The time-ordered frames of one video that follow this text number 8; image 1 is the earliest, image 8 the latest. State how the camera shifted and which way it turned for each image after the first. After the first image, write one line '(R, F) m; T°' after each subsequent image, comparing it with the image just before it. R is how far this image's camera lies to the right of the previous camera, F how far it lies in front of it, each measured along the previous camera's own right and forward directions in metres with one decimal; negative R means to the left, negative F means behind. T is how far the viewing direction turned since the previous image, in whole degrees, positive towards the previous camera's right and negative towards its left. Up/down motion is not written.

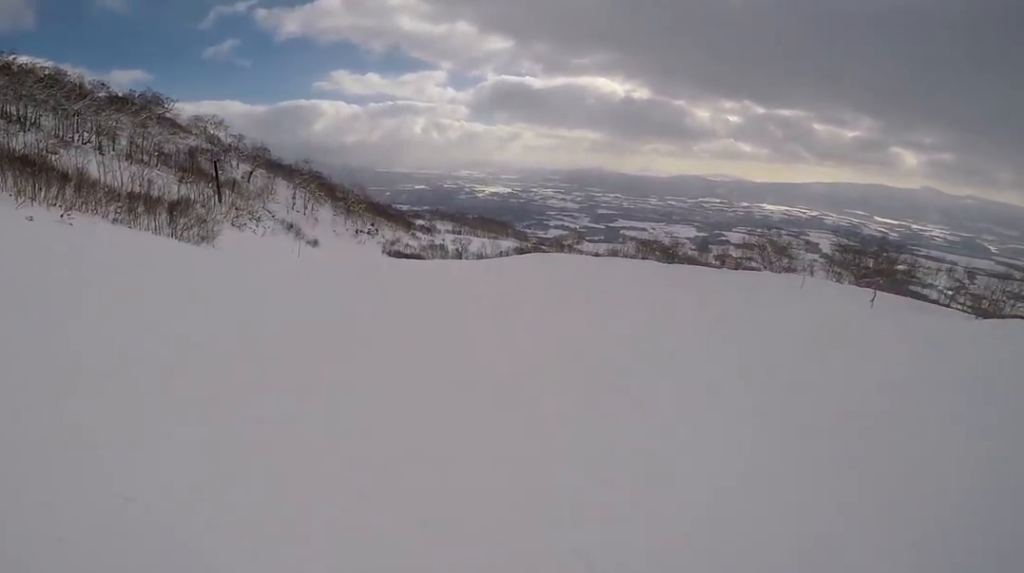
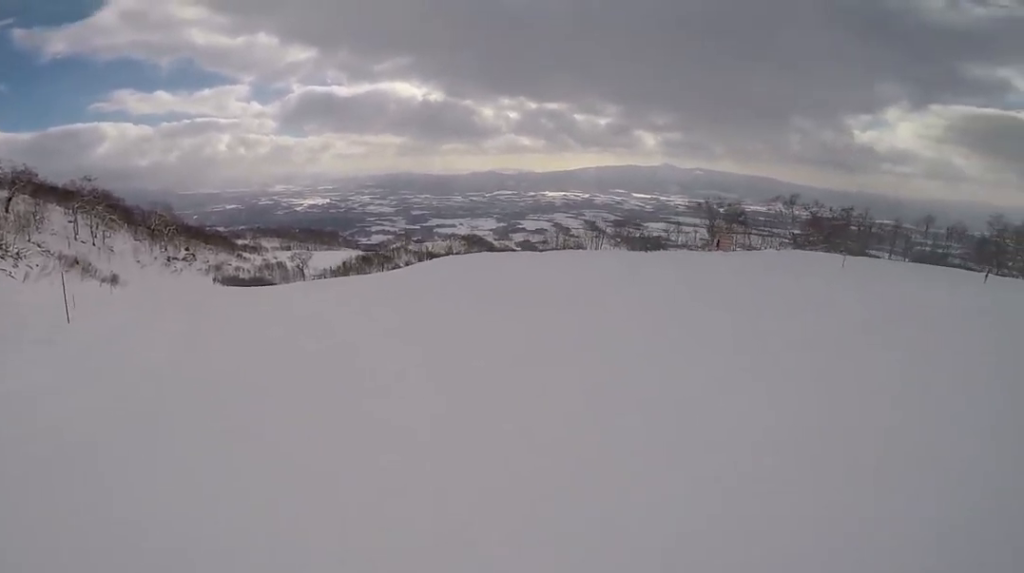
(-0.4, +18.4) m; +14°
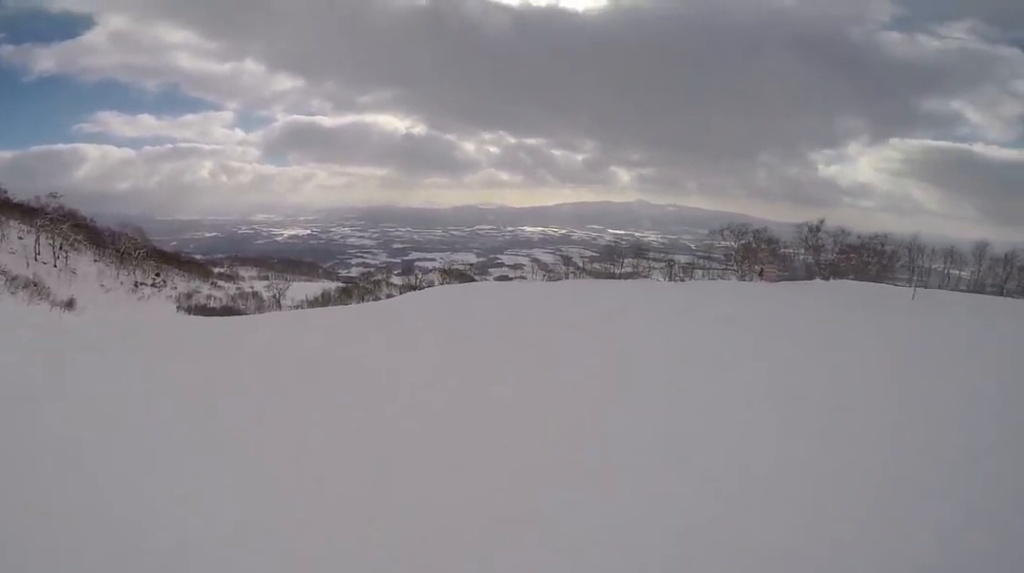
(+0.7, +6.0) m; +12°
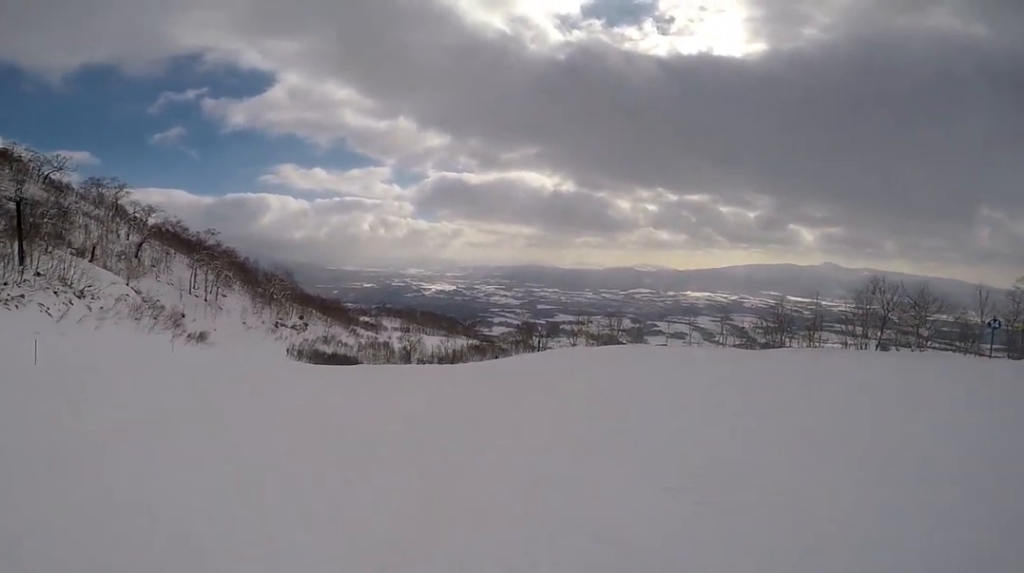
(+2.0, +10.2) m; +6°
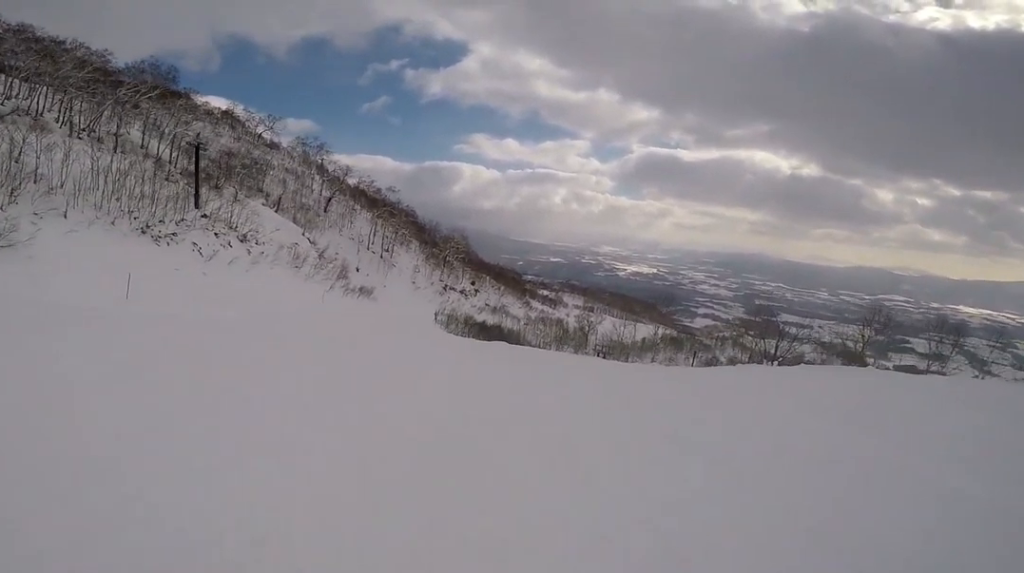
(-2.2, +8.9) m; -30°
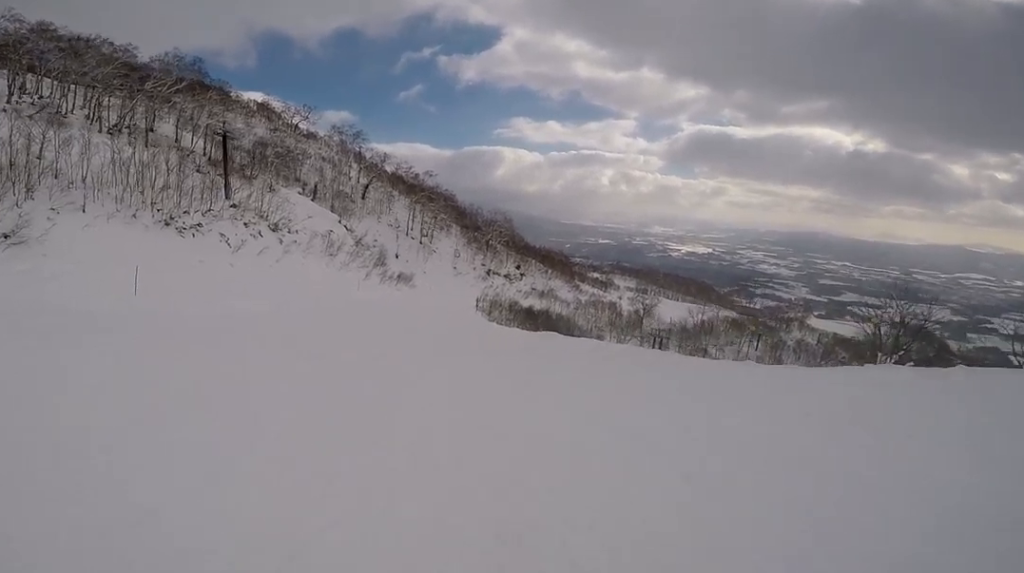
(-0.6, +3.5) m; -13°
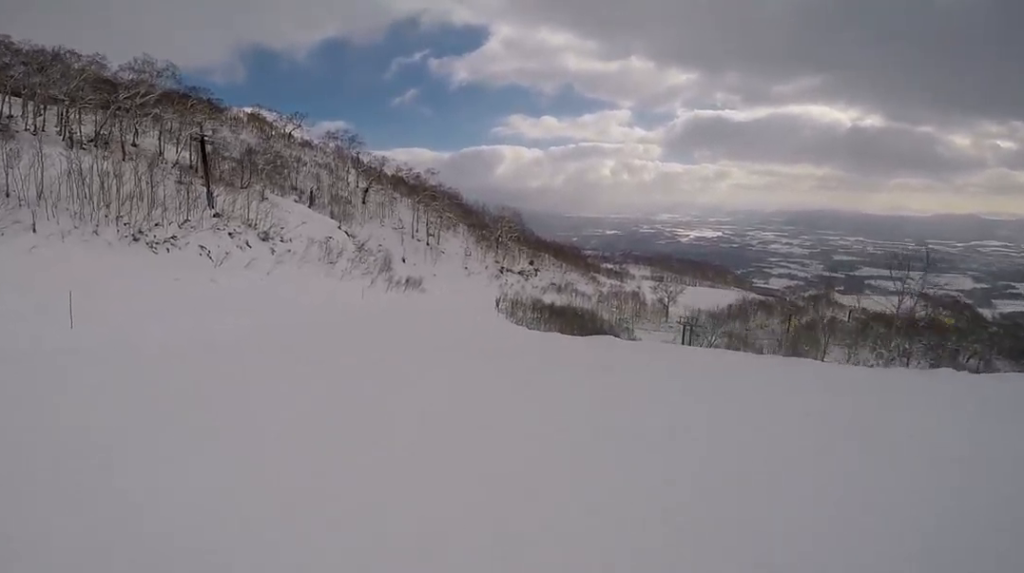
(-1.2, +5.9) m; -16°
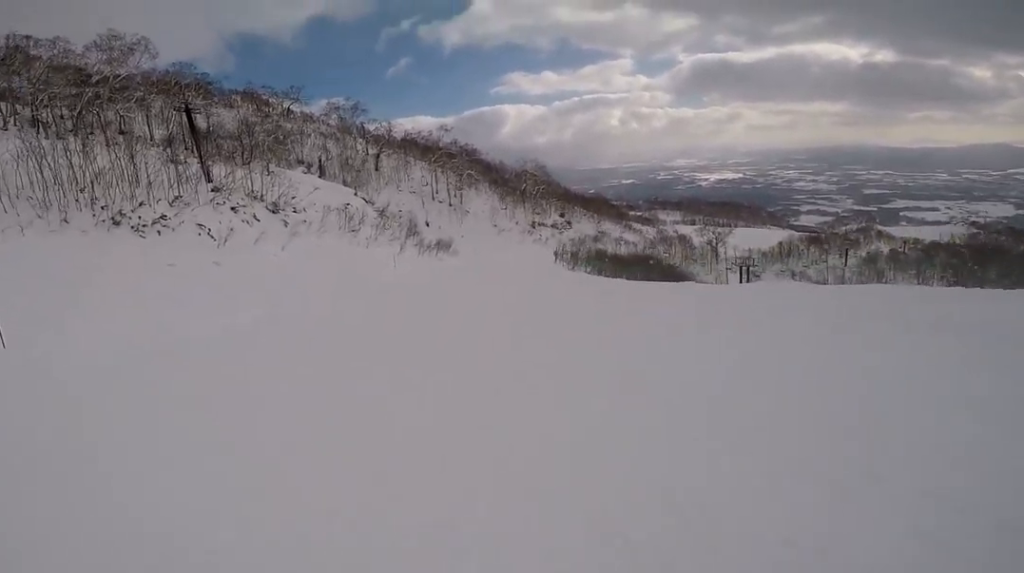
(-0.9, +7.4) m; -8°
